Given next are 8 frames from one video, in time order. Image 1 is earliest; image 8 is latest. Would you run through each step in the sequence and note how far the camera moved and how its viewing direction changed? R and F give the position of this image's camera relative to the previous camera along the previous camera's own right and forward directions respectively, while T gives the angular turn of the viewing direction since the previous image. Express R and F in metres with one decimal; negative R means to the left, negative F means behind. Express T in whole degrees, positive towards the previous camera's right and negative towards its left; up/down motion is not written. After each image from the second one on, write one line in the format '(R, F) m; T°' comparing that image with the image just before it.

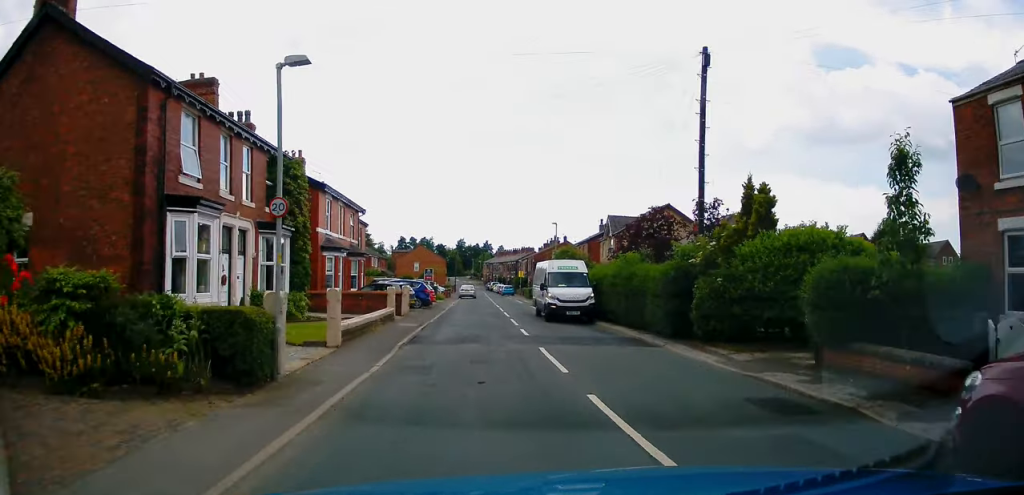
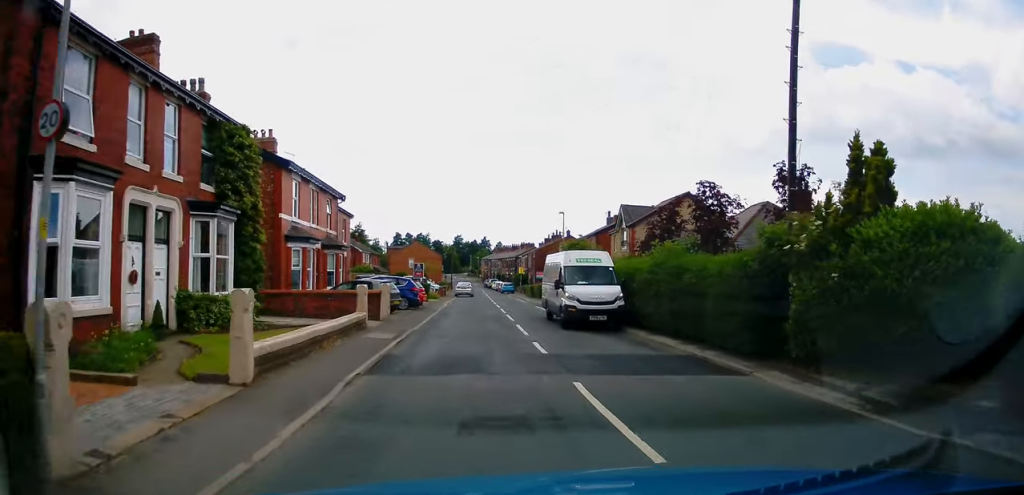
(+0.1, +5.2) m; +1°
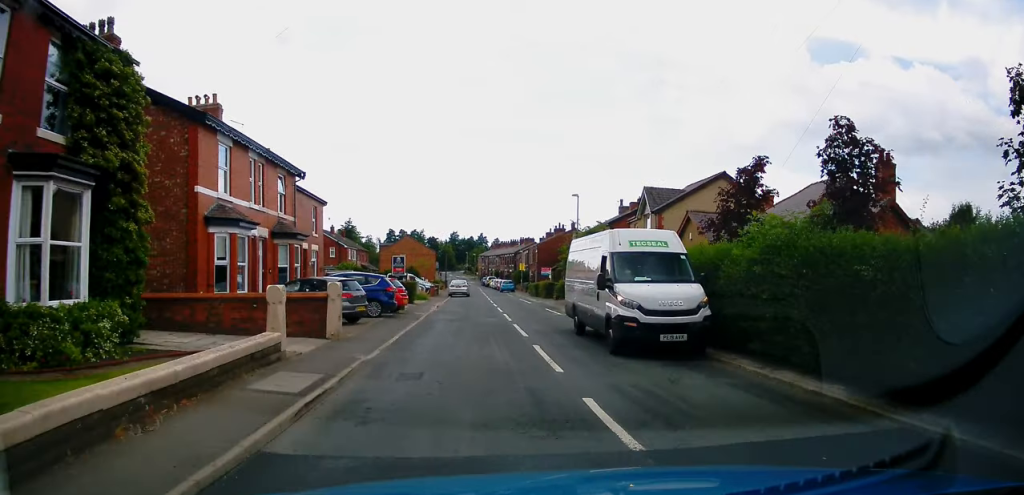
(0.0, +7.3) m; 0°
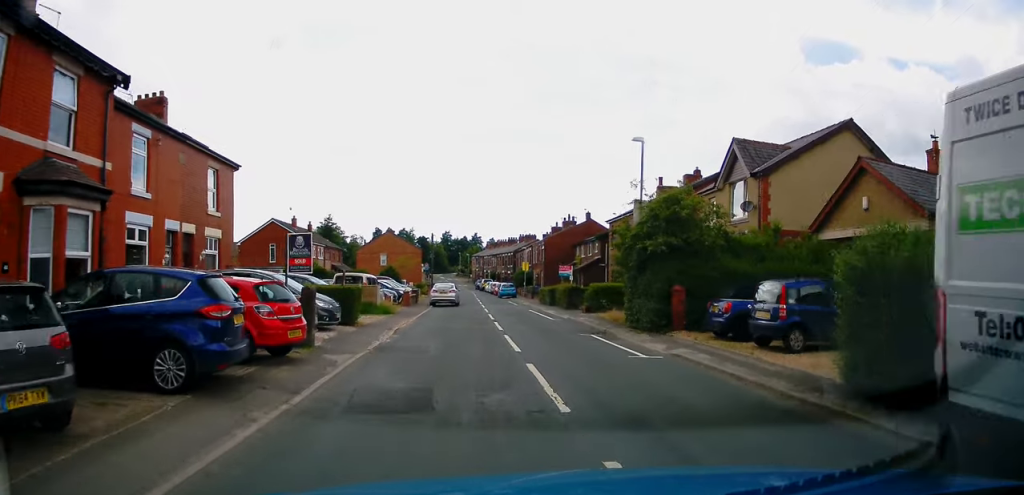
(0.0, +14.7) m; 0°
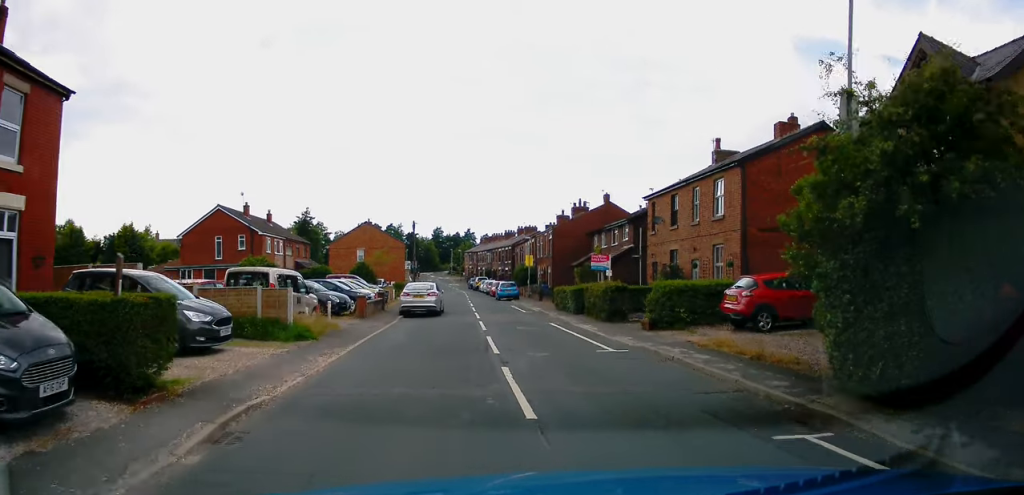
(0.0, +11.9) m; 0°
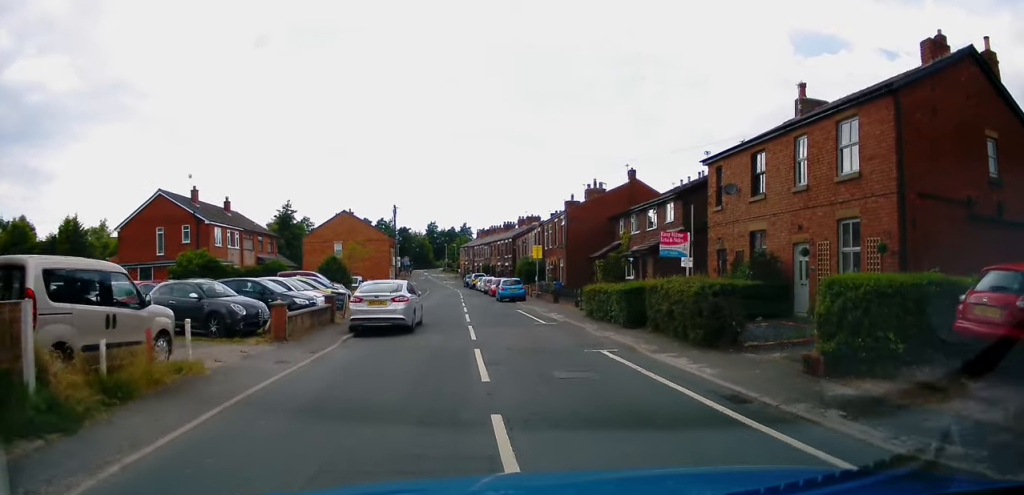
(0.0, +9.7) m; 0°
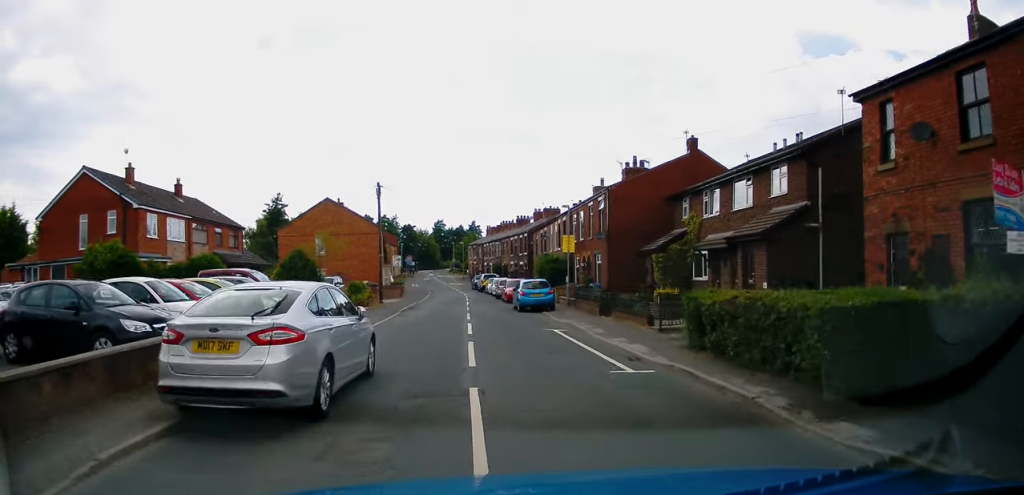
(0.0, +10.0) m; -1°
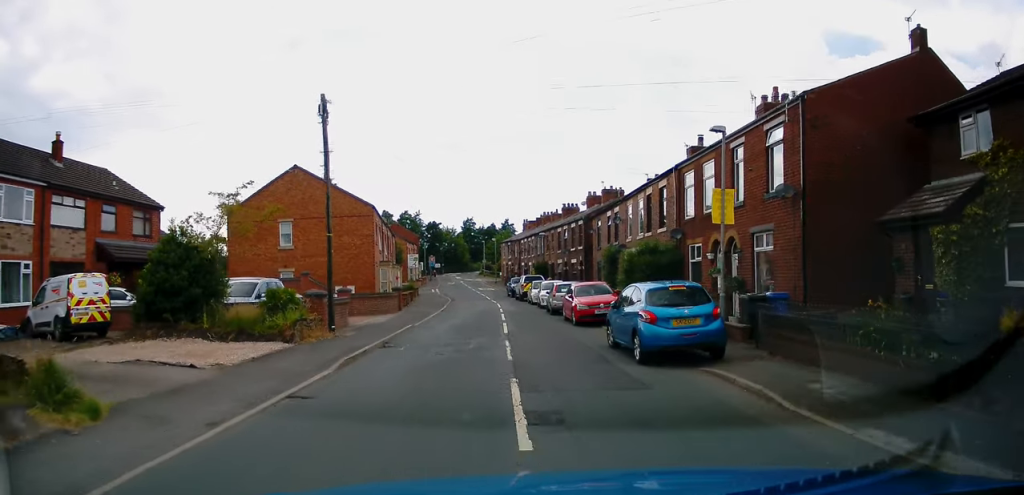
(-0.6, +16.5) m; -1°
